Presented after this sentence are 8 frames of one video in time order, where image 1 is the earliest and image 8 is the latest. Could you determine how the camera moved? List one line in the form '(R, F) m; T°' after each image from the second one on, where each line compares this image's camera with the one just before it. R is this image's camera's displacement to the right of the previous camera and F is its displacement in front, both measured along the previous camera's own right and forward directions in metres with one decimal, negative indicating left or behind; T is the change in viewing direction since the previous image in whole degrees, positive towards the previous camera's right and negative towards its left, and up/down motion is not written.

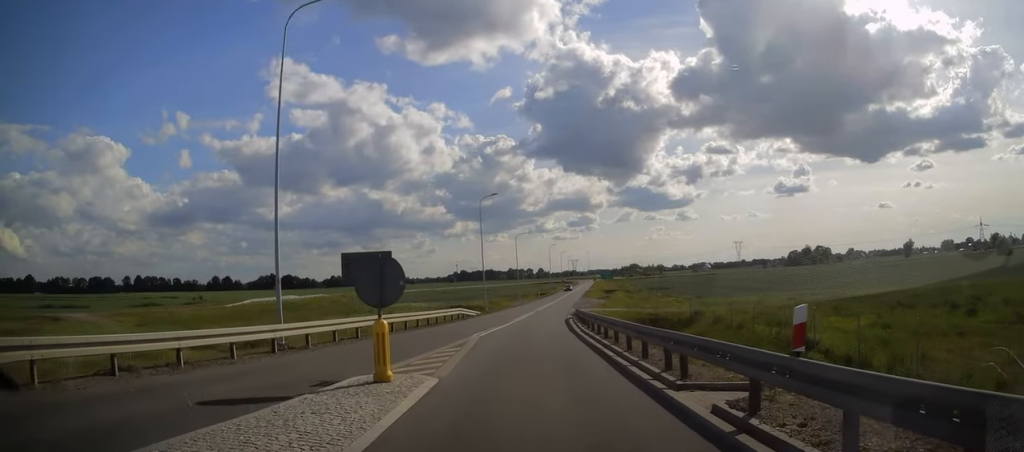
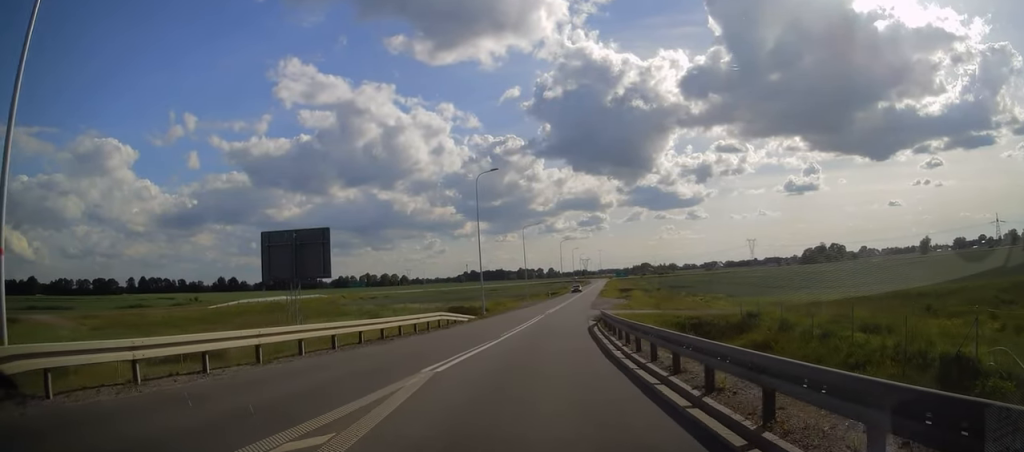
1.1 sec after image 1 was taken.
(-0.1, +9.9) m; -3°
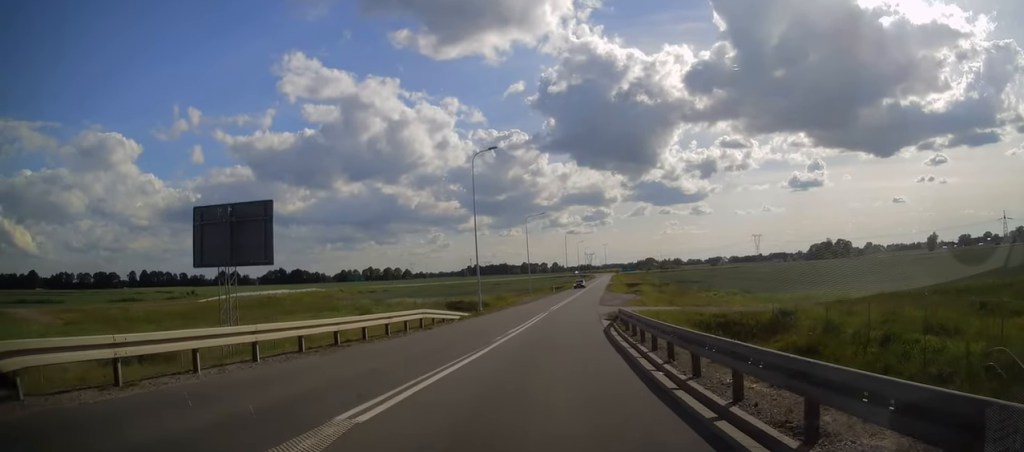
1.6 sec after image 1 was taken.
(-0.2, +4.9) m; +1°
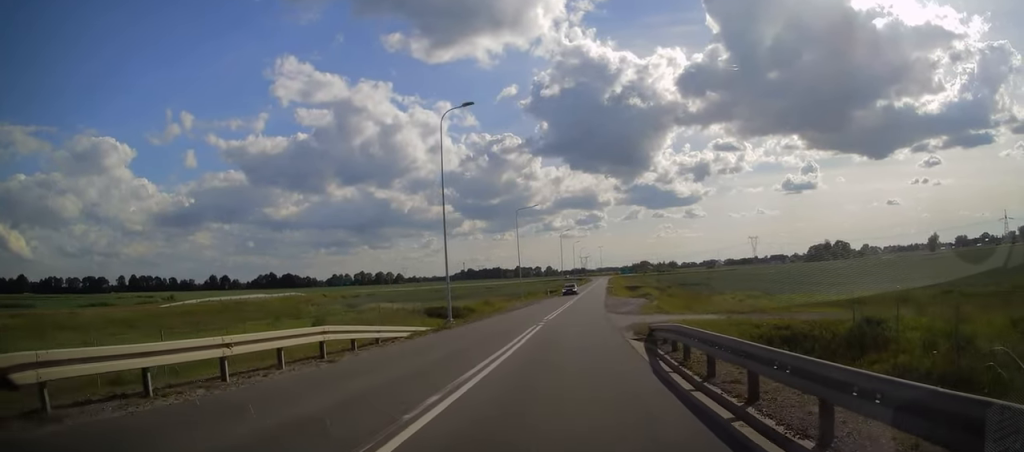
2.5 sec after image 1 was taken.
(0.0, +9.8) m; +1°
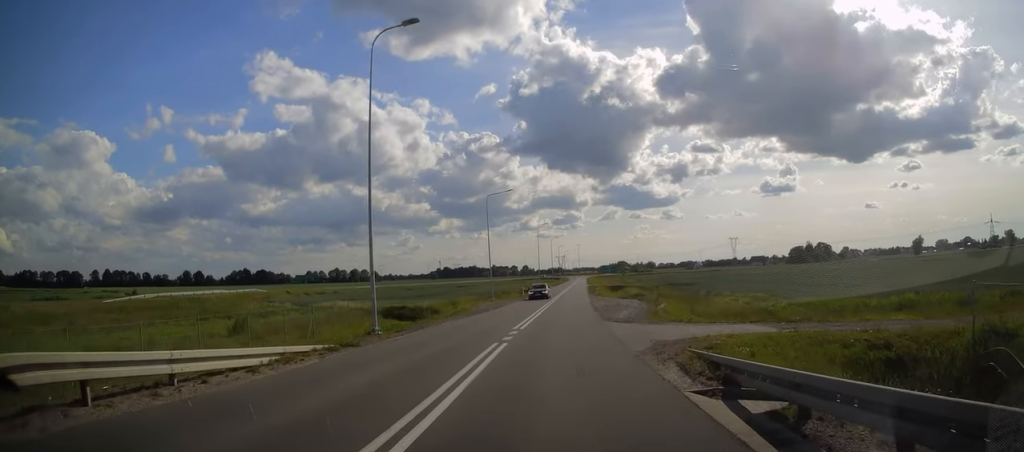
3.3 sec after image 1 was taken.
(+0.3, +9.0) m; +1°
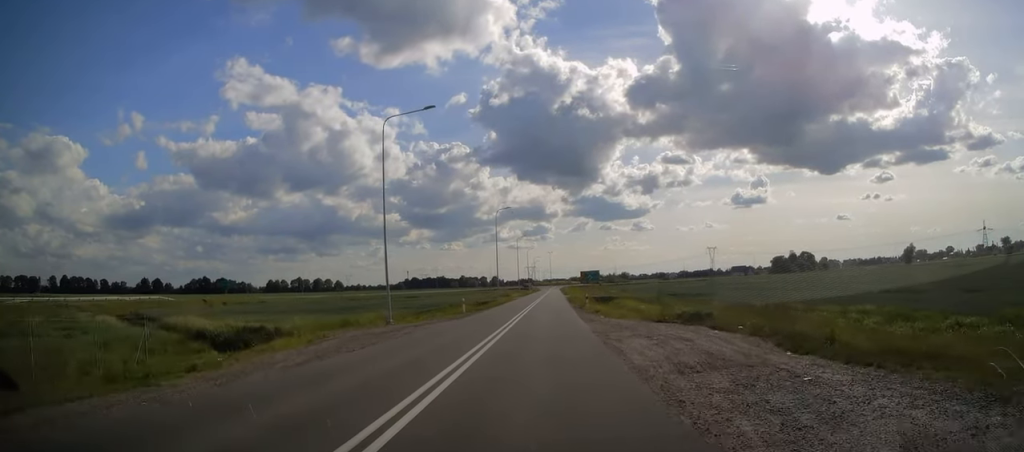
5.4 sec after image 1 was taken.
(+0.8, +28.0) m; +4°
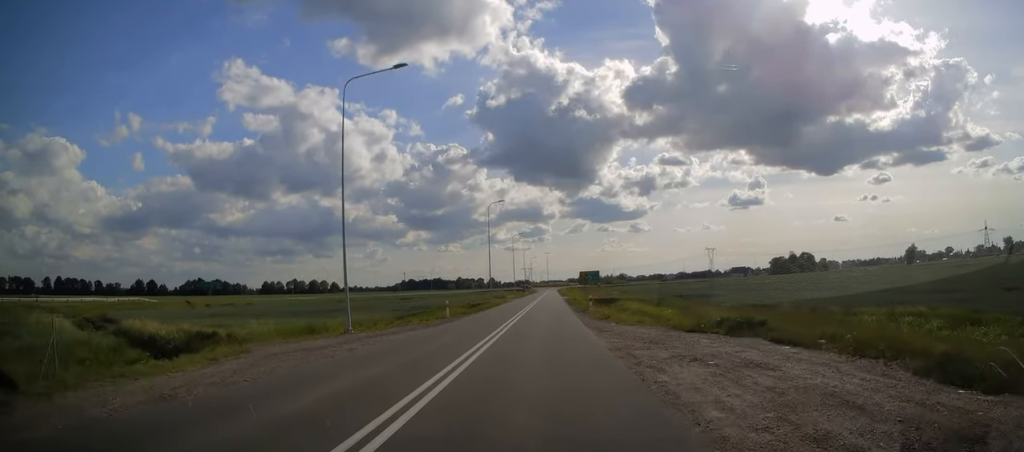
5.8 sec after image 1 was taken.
(-0.1, +5.7) m; 0°
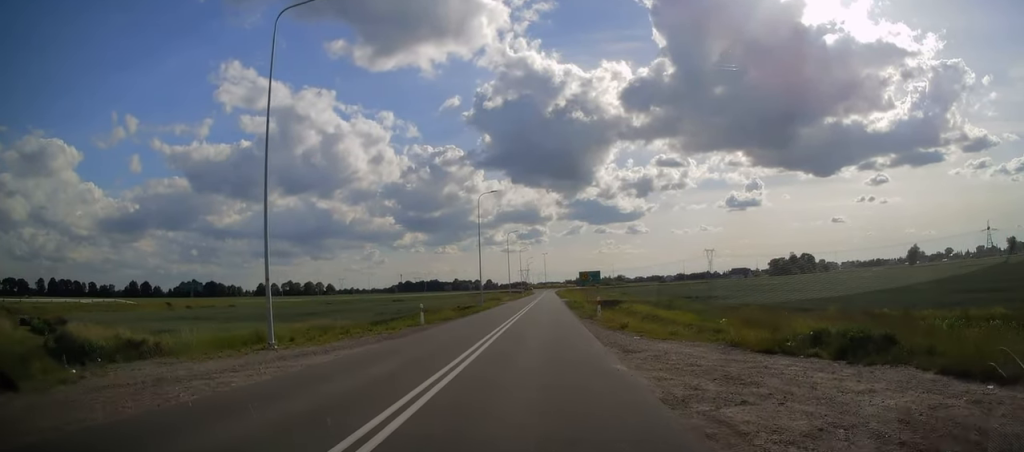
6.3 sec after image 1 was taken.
(0.0, +6.6) m; 0°
